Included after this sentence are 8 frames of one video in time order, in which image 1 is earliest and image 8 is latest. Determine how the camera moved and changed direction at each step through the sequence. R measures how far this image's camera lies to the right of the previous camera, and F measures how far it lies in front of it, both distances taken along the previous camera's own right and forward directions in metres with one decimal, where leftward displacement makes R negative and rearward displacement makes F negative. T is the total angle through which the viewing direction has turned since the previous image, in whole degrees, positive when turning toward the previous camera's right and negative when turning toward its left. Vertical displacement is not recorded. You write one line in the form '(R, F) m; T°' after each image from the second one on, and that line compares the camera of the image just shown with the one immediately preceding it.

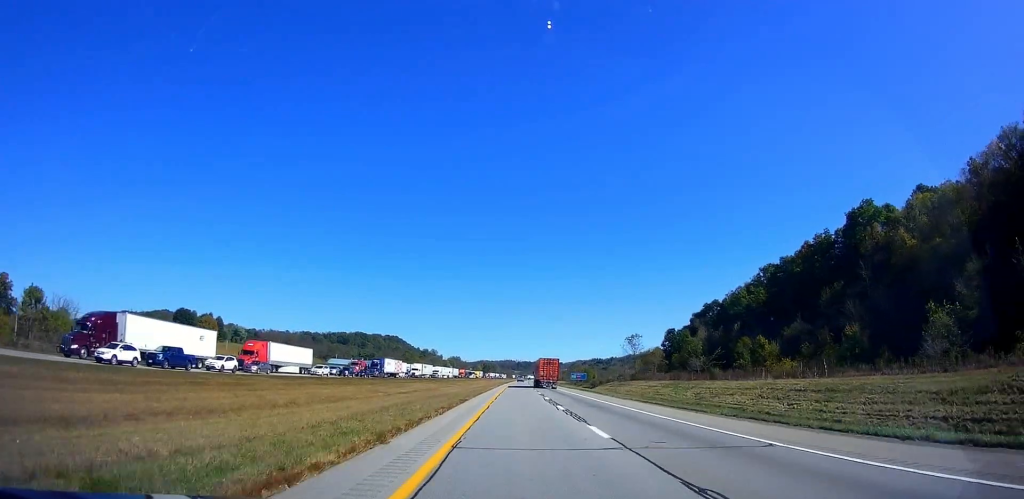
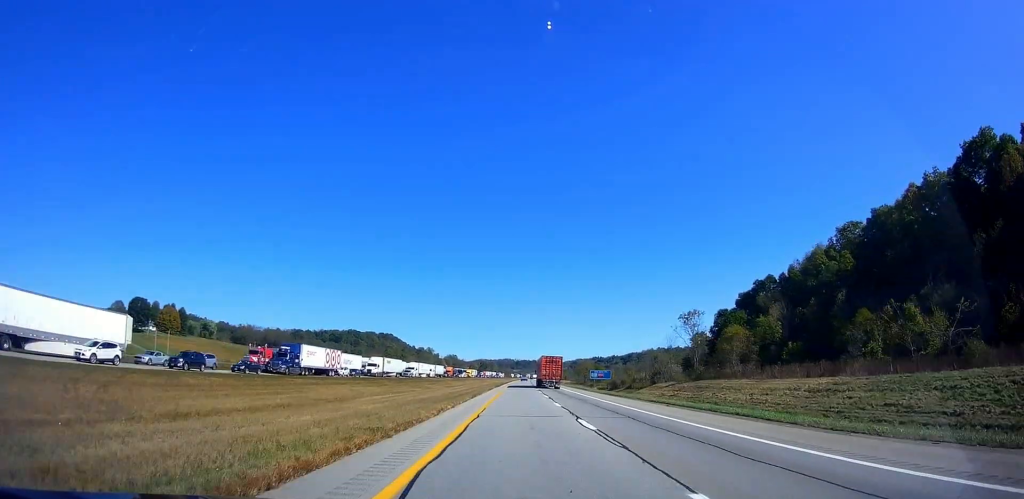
(+1.0, +46.1) m; +1°
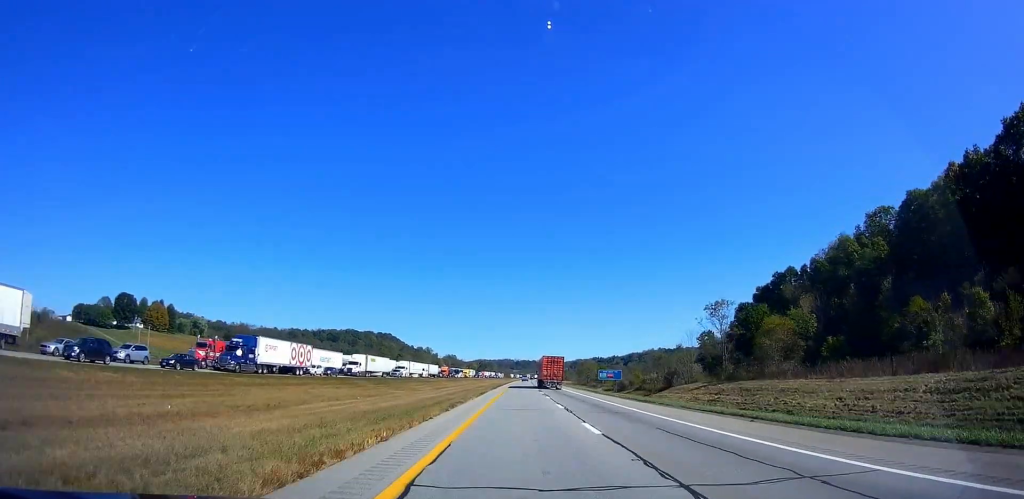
(-0.4, +12.9) m; -1°
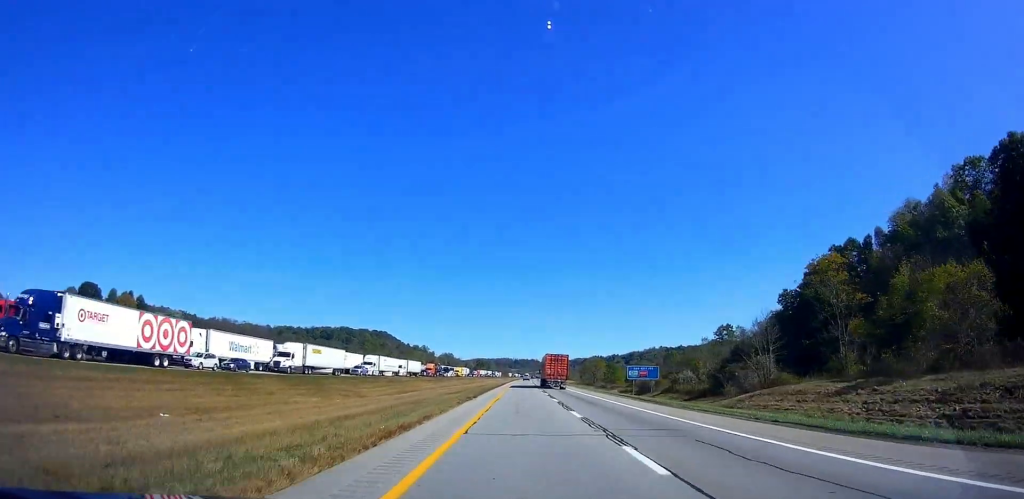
(-0.5, +30.0) m; 0°
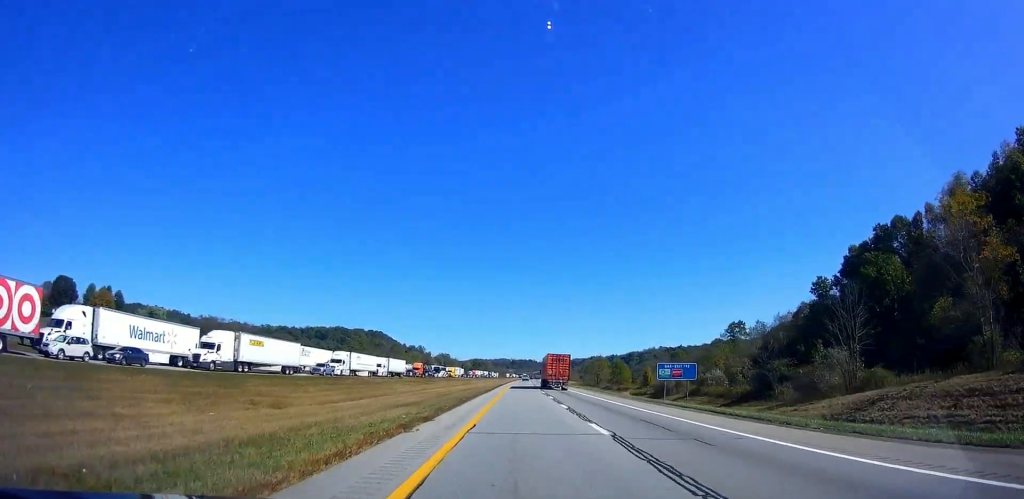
(-0.2, +18.2) m; +1°
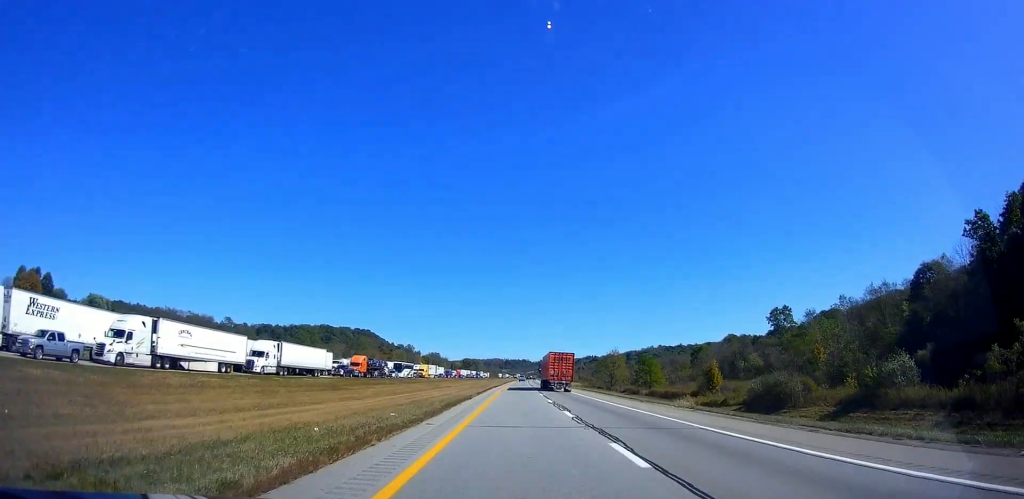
(+1.4, +52.8) m; +1°
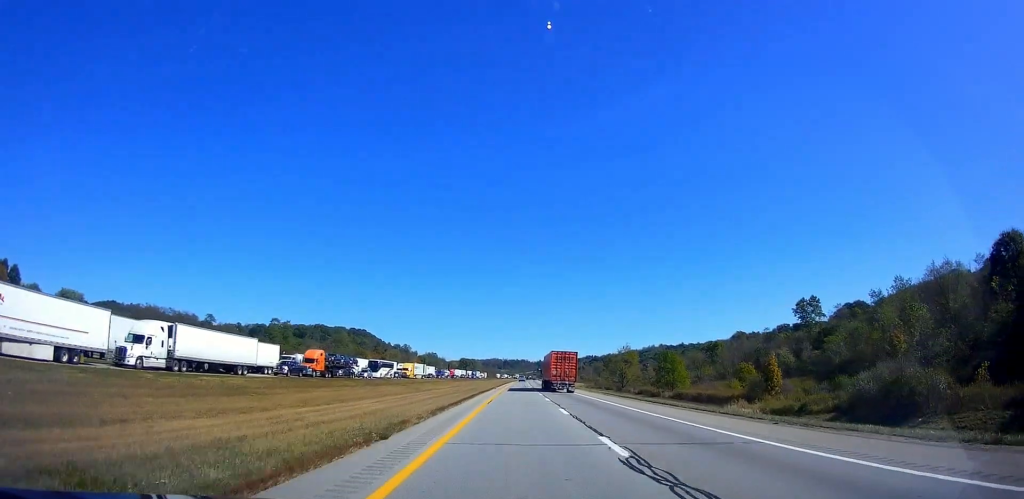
(-0.1, +22.7) m; -1°
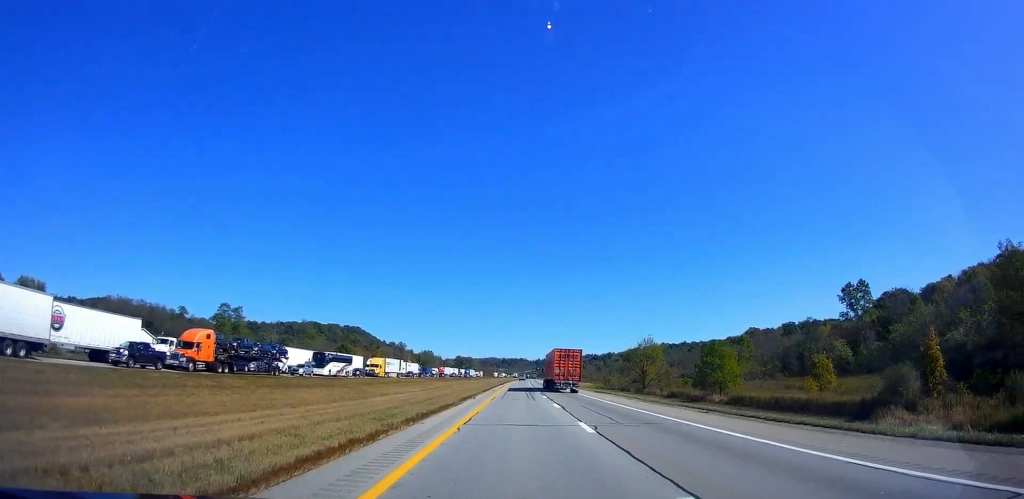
(-0.4, +30.2) m; 0°
